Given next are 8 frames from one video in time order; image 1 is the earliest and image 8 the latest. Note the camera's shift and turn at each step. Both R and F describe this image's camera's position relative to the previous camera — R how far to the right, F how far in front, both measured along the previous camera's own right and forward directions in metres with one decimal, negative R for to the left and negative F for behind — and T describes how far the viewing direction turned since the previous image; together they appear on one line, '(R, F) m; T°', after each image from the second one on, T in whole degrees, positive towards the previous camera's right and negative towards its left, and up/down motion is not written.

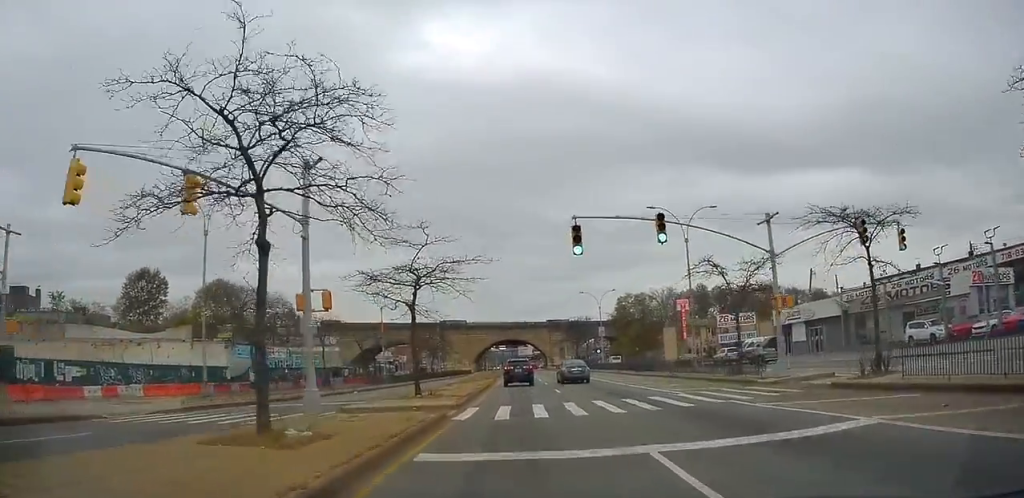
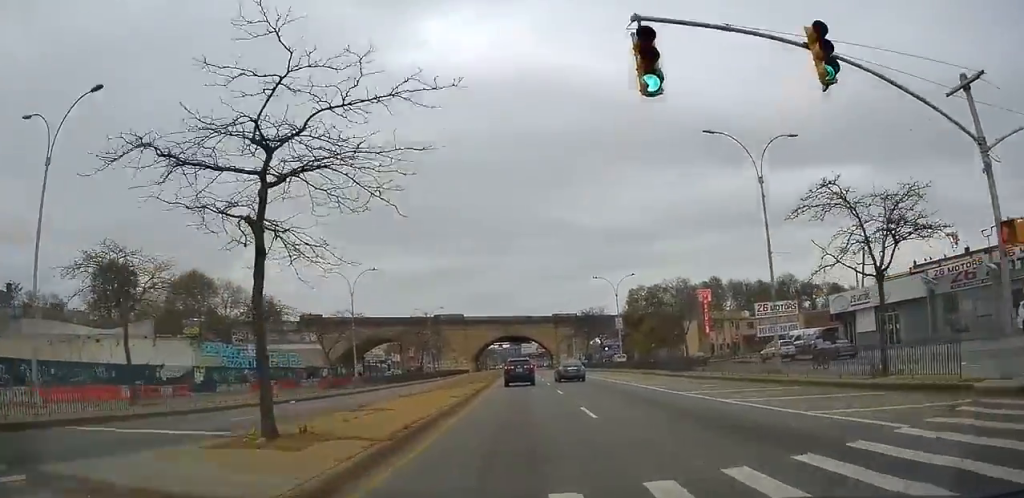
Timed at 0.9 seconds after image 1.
(+0.1, +12.4) m; +1°
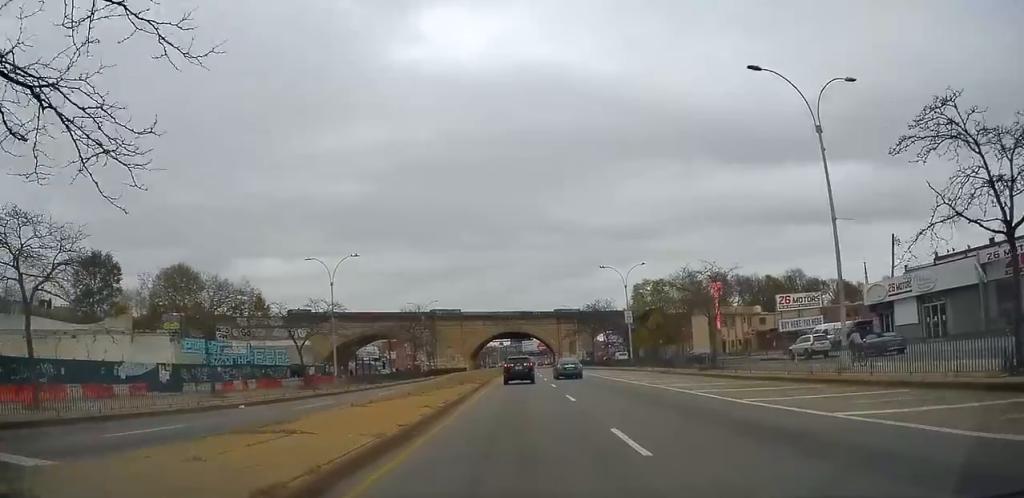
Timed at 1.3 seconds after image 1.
(0.0, +5.8) m; 0°
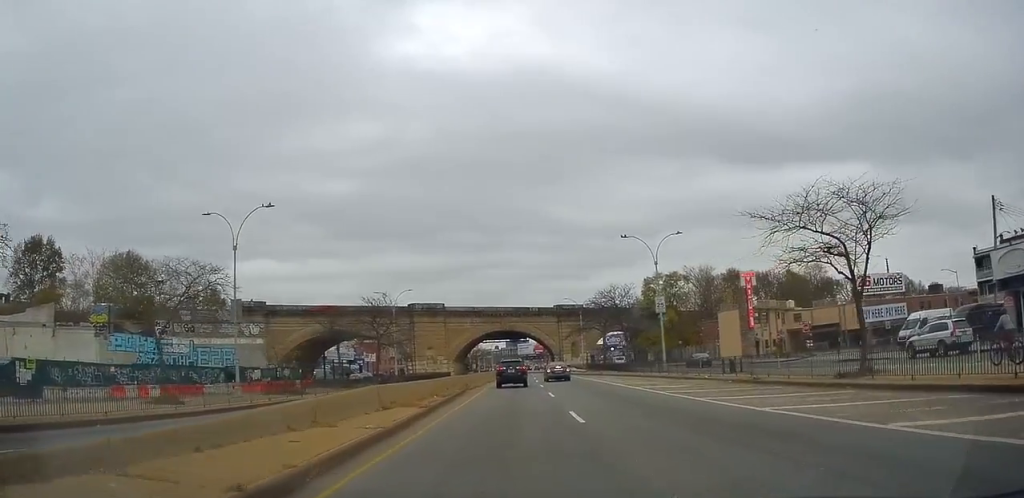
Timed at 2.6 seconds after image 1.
(-0.3, +16.4) m; -3°
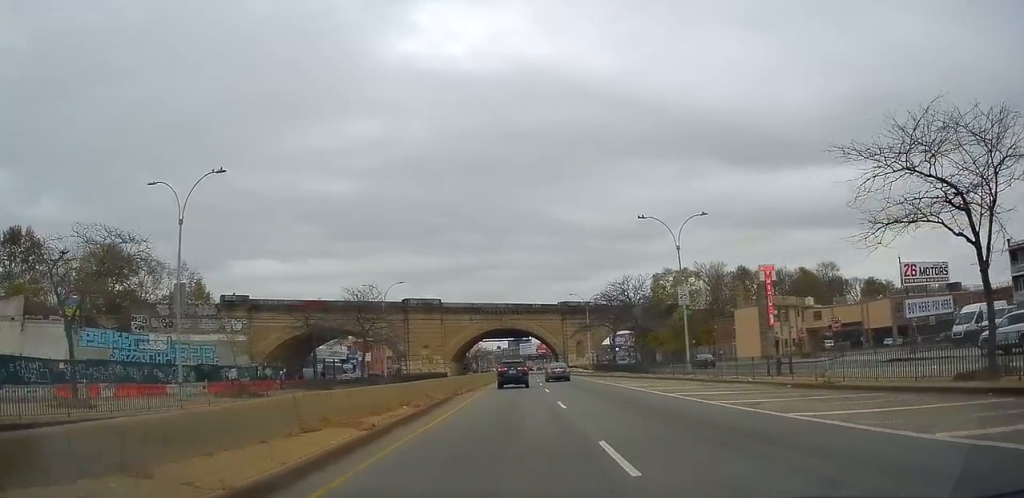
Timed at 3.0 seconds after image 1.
(-0.2, +6.2) m; -1°
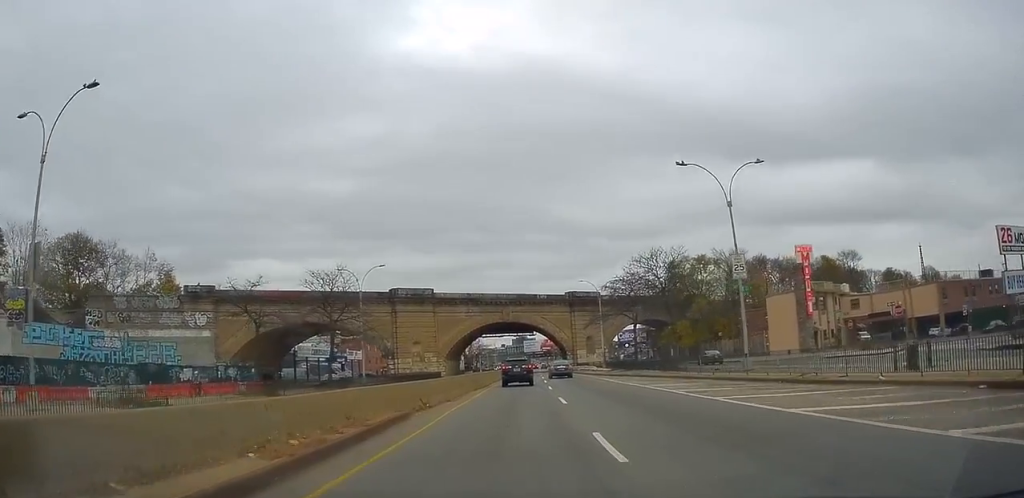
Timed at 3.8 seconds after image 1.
(0.0, +9.9) m; +2°
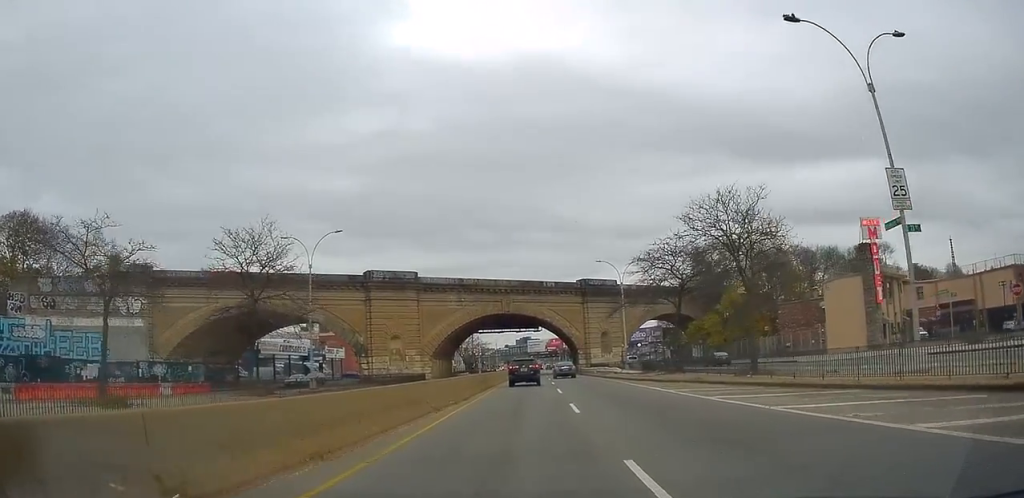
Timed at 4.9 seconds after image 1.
(+0.5, +13.5) m; +1°
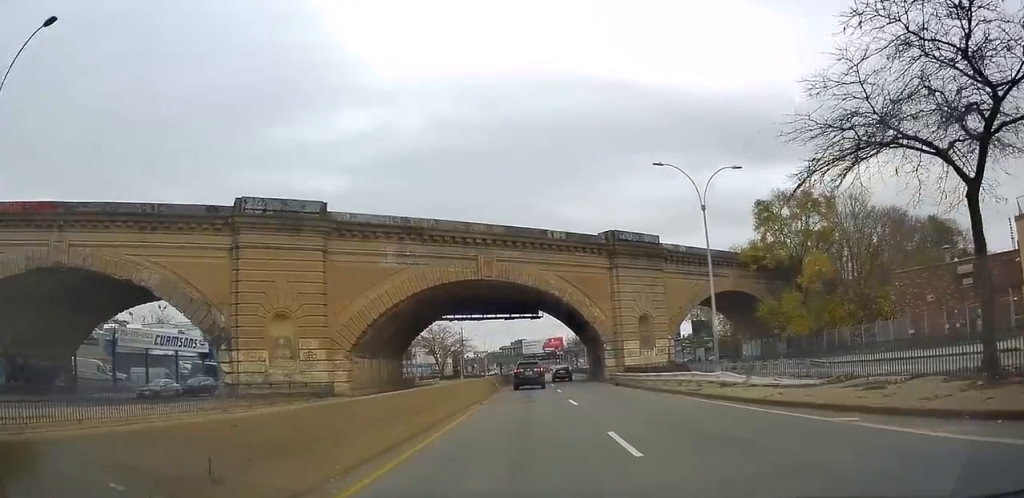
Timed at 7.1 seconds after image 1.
(-0.1, +27.8) m; 0°
